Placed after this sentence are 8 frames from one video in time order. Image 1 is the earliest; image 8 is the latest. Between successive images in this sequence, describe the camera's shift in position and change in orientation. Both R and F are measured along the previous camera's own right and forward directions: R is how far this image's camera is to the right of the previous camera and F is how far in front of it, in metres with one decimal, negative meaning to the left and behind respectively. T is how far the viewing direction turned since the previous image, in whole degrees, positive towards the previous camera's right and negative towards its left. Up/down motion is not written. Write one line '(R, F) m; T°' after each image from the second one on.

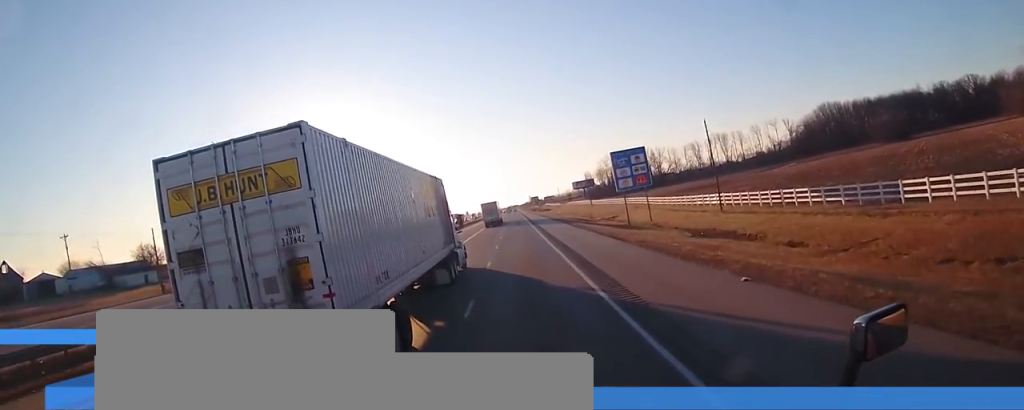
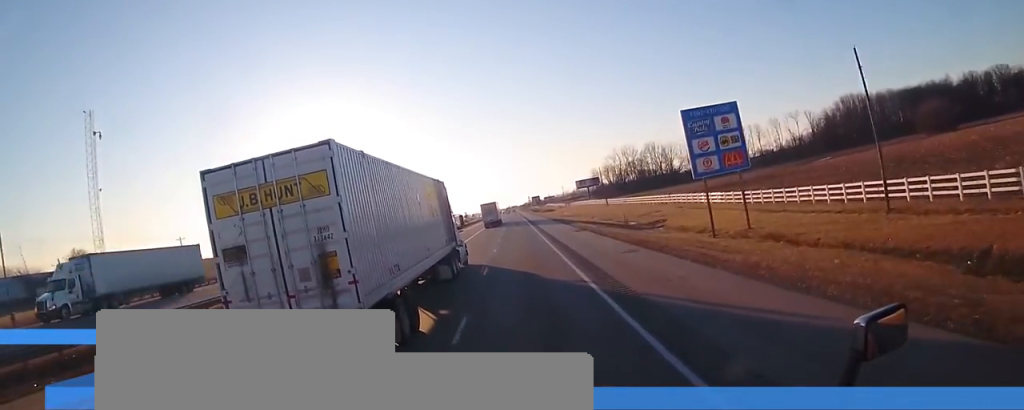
(+0.3, +27.0) m; +1°
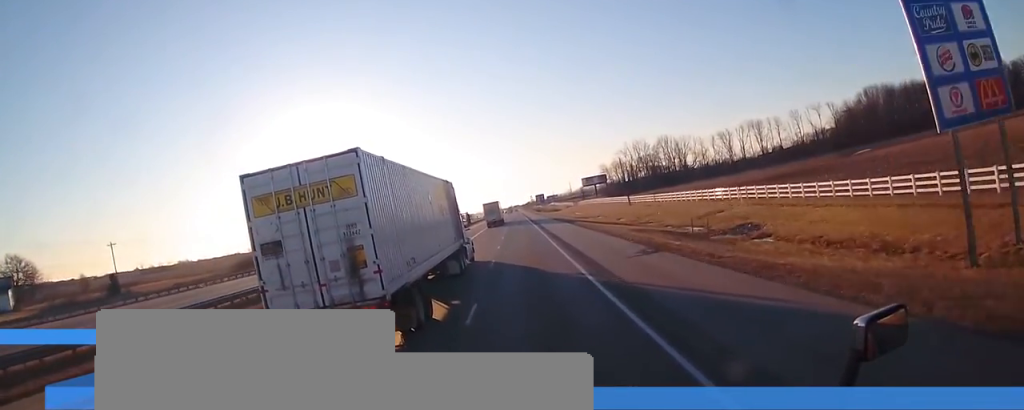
(+0.2, +21.8) m; 0°
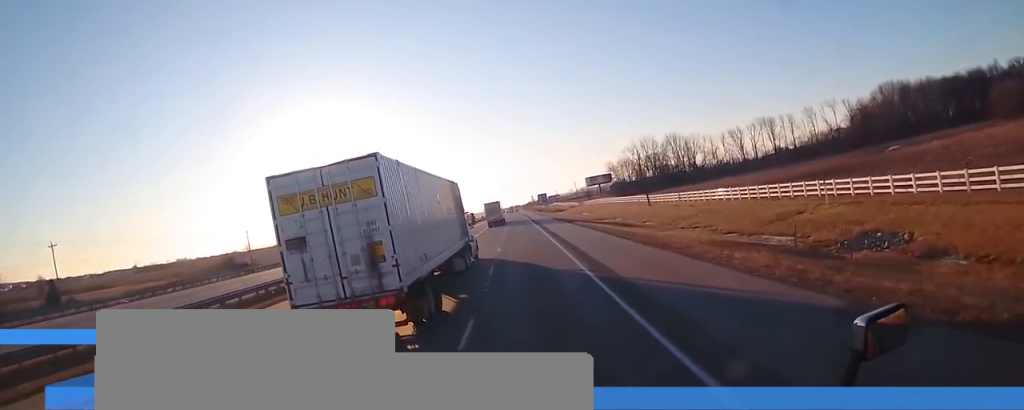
(-0.2, +15.0) m; 0°
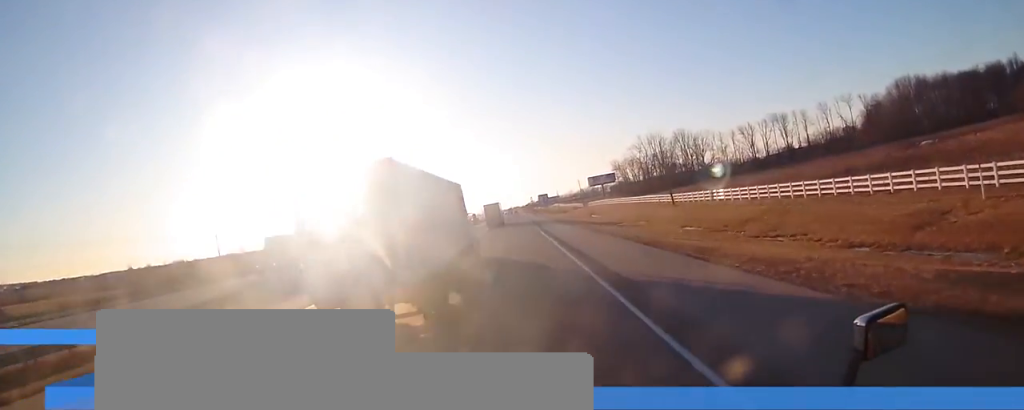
(-0.1, +14.5) m; 0°
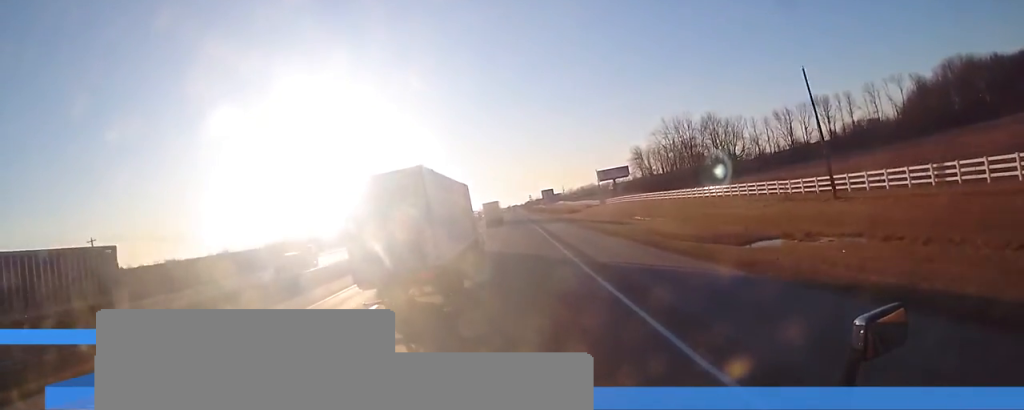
(+0.1, +40.2) m; 0°
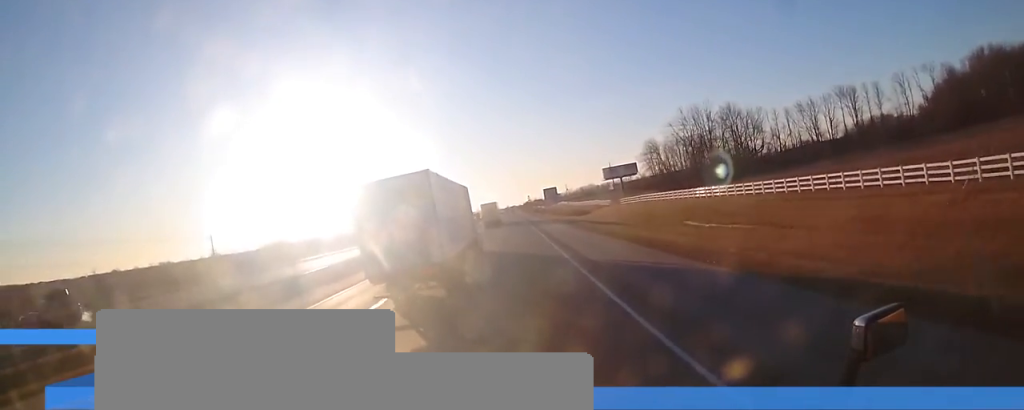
(-0.1, +21.3) m; 0°
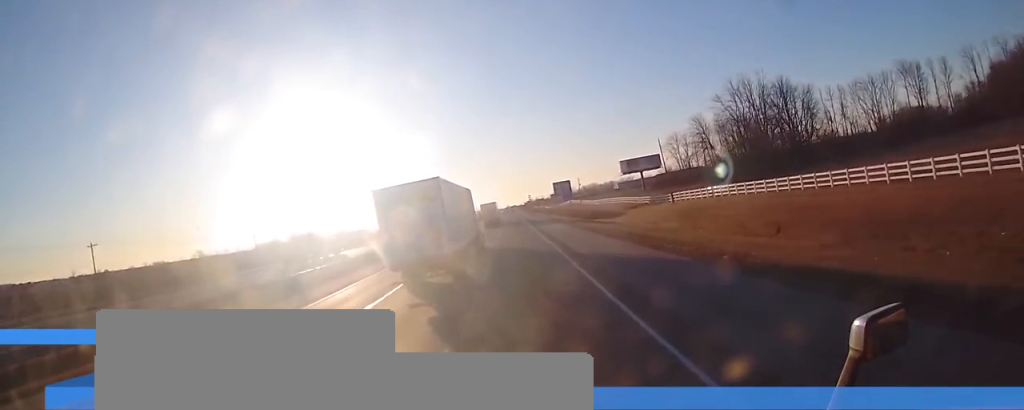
(+0.3, +40.1) m; 0°
